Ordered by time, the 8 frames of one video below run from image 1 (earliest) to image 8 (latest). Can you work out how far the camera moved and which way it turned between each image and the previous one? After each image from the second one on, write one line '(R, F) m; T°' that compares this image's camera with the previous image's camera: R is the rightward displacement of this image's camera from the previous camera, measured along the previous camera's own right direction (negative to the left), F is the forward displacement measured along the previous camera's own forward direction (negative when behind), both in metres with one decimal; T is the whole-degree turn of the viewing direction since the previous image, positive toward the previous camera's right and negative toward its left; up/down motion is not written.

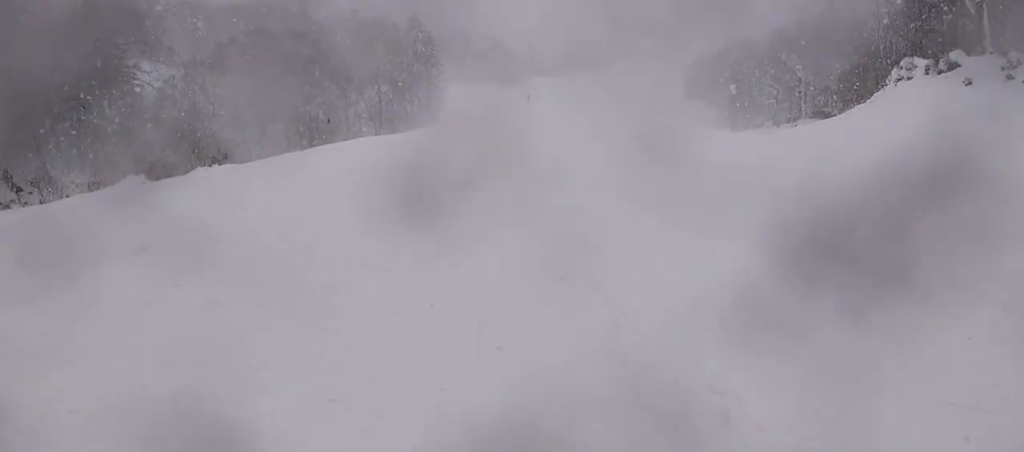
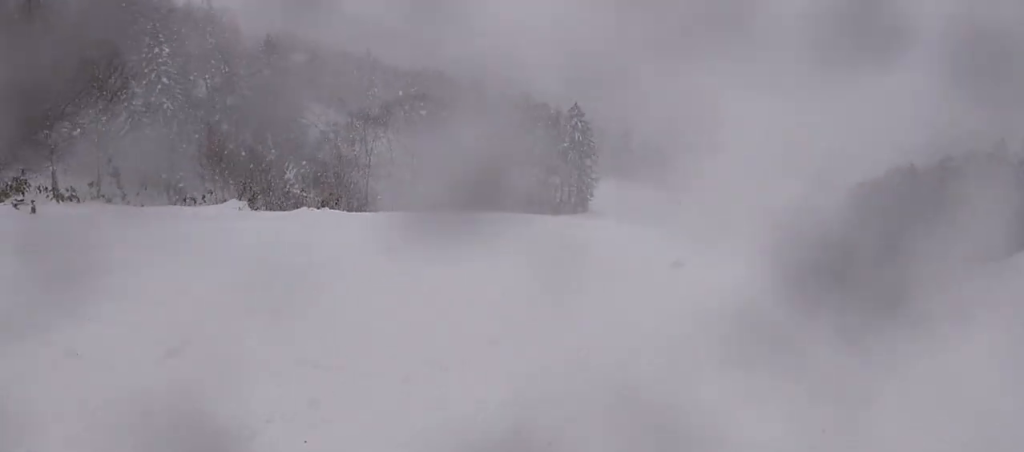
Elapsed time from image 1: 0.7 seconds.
(-0.1, +2.3) m; -17°
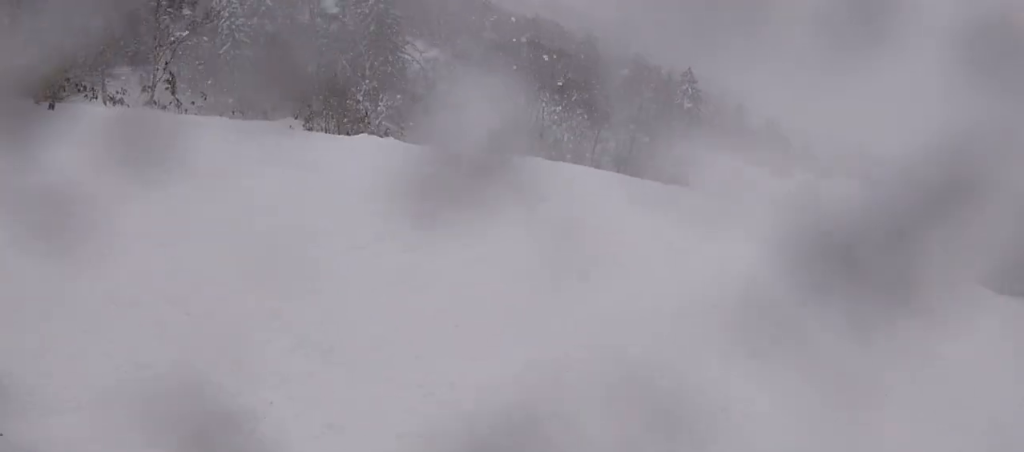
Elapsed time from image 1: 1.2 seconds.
(-0.3, +1.8) m; -19°
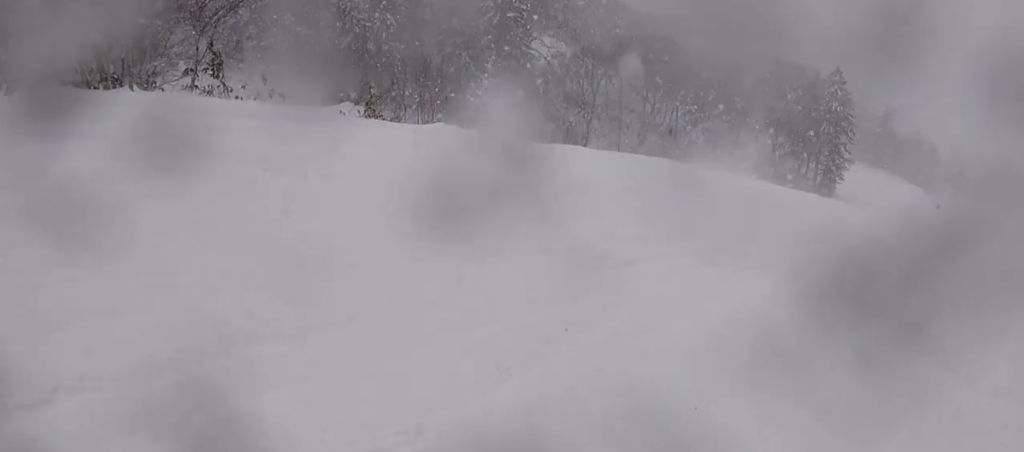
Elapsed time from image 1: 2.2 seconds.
(-1.4, +4.1) m; -12°
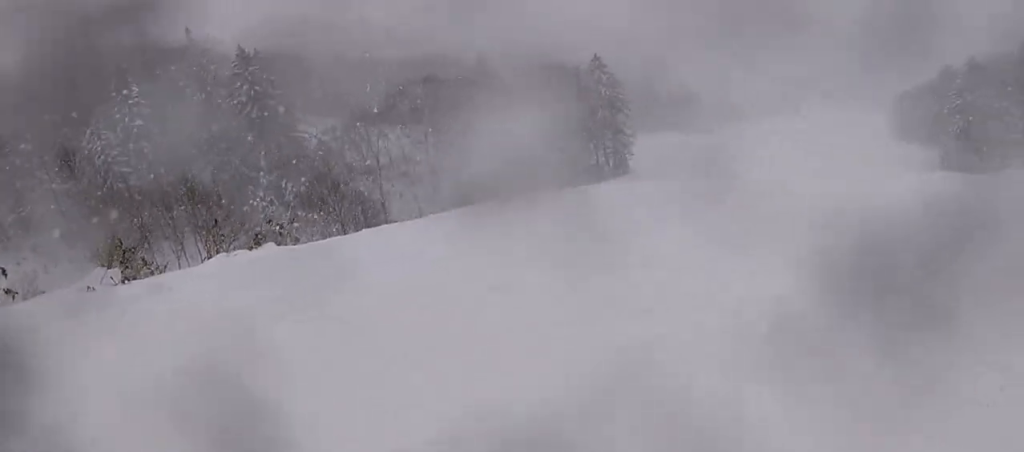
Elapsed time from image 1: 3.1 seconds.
(+0.4, +3.6) m; +14°
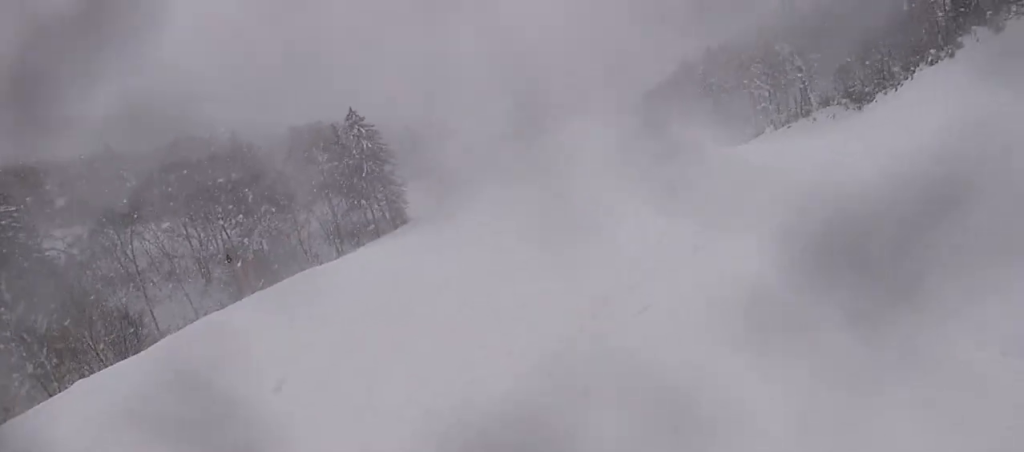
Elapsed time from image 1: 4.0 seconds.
(+0.6, +3.8) m; +19°
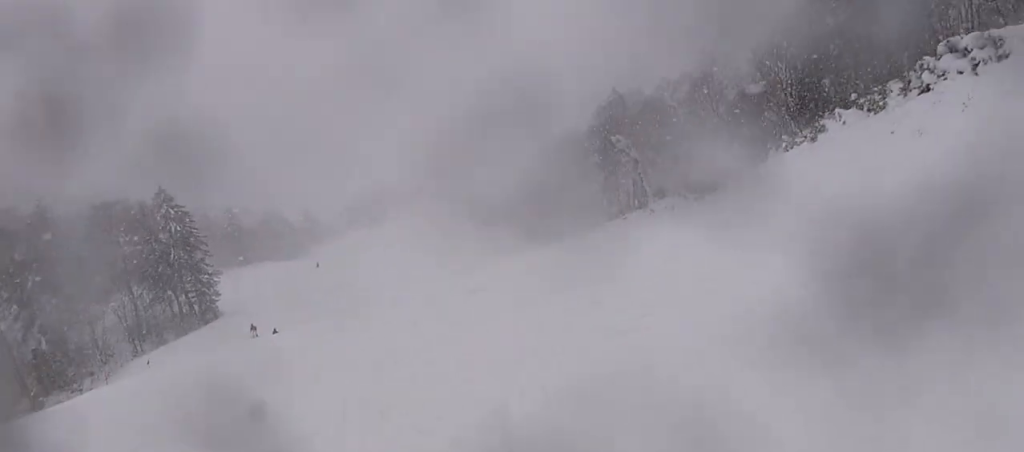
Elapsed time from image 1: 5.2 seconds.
(+1.3, +5.5) m; +19°
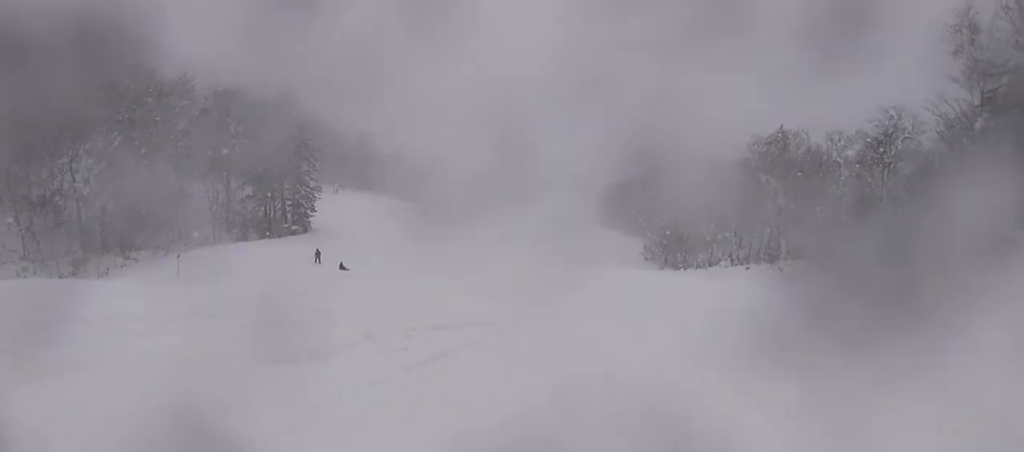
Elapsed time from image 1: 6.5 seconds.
(+0.4, +6.3) m; +7°
